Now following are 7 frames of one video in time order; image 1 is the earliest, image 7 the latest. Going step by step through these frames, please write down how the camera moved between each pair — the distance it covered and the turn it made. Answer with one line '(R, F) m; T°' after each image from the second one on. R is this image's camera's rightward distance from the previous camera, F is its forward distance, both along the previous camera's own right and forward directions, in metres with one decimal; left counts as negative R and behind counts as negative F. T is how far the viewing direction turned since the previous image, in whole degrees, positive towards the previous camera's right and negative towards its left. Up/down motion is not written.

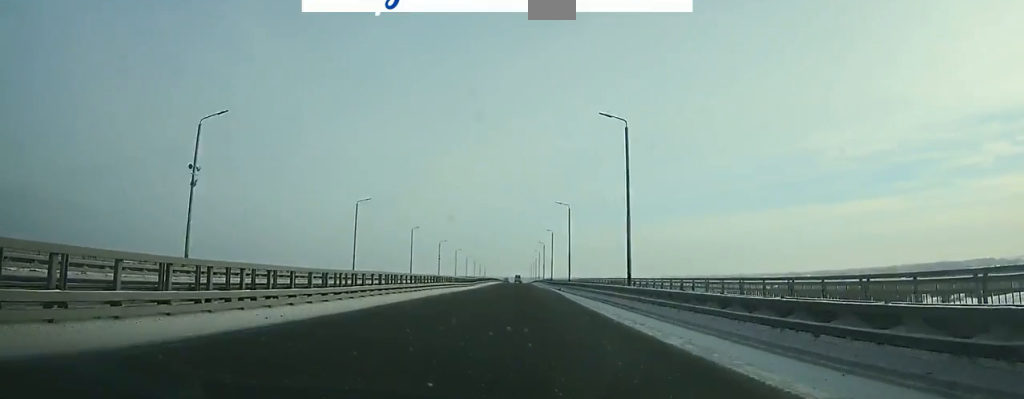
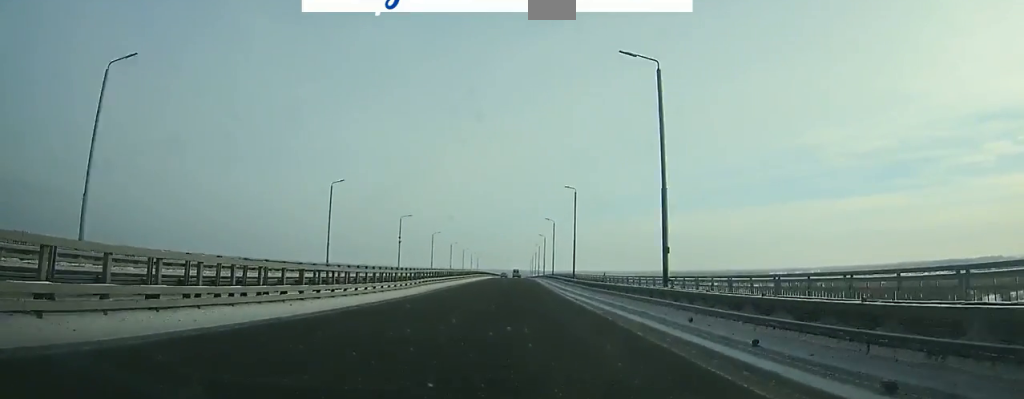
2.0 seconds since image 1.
(-0.1, +52.6) m; 0°
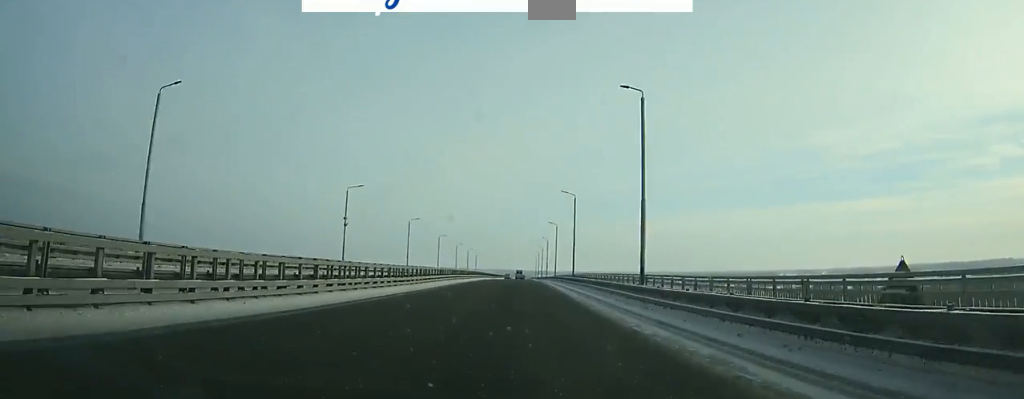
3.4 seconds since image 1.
(-0.1, +36.8) m; 0°
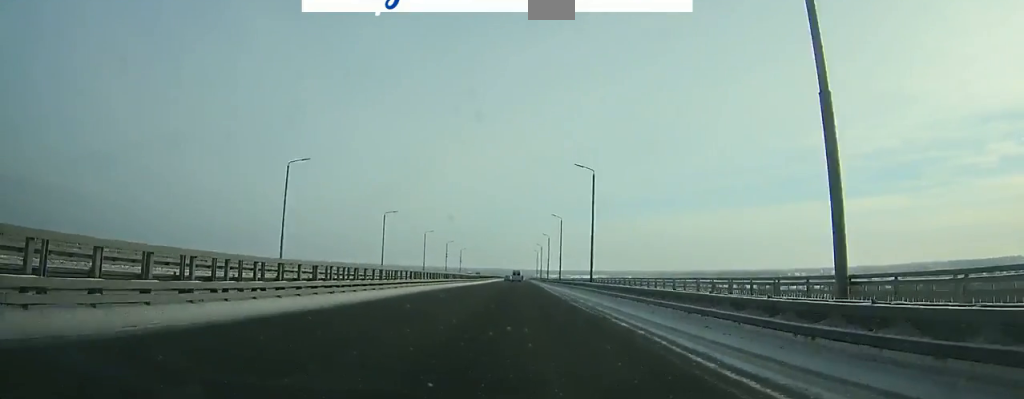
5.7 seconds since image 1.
(+0.2, +58.8) m; 0°
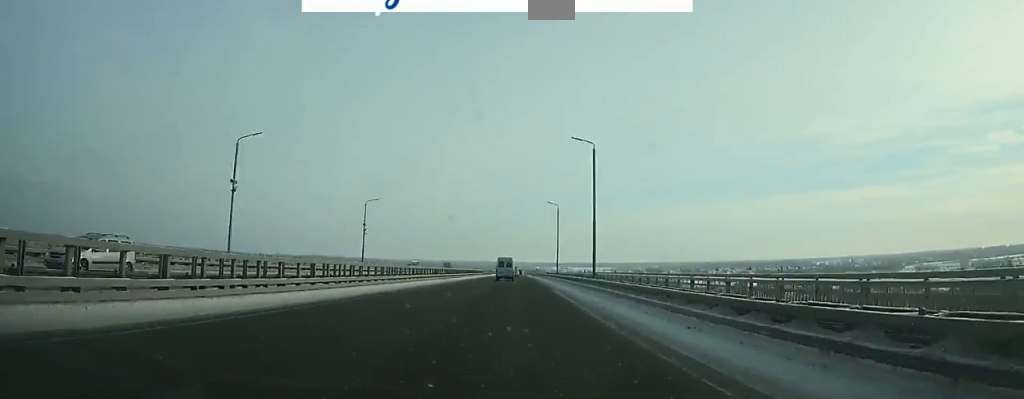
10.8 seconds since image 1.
(-0.3, +118.5) m; 0°
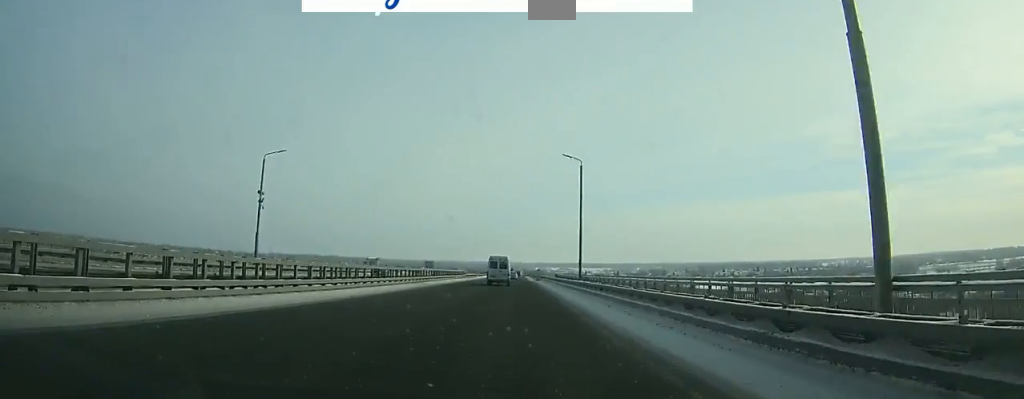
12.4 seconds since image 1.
(0.0, +33.2) m; 0°
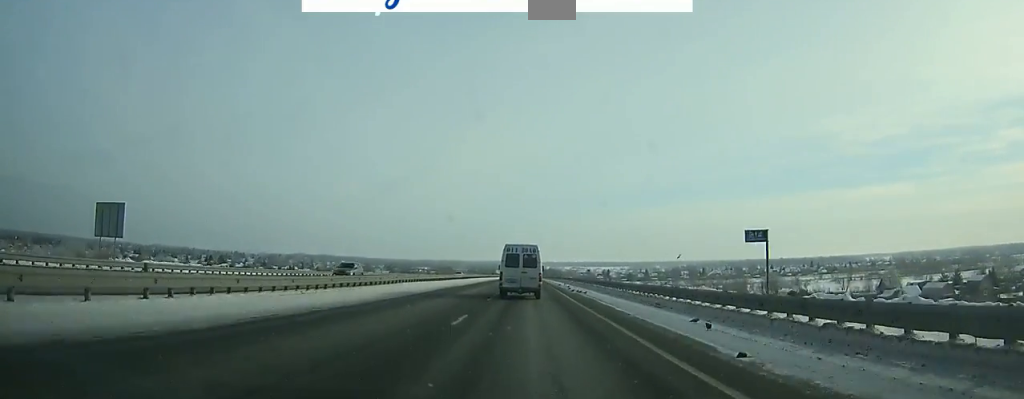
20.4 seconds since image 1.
(-0.1, +135.7) m; 0°
